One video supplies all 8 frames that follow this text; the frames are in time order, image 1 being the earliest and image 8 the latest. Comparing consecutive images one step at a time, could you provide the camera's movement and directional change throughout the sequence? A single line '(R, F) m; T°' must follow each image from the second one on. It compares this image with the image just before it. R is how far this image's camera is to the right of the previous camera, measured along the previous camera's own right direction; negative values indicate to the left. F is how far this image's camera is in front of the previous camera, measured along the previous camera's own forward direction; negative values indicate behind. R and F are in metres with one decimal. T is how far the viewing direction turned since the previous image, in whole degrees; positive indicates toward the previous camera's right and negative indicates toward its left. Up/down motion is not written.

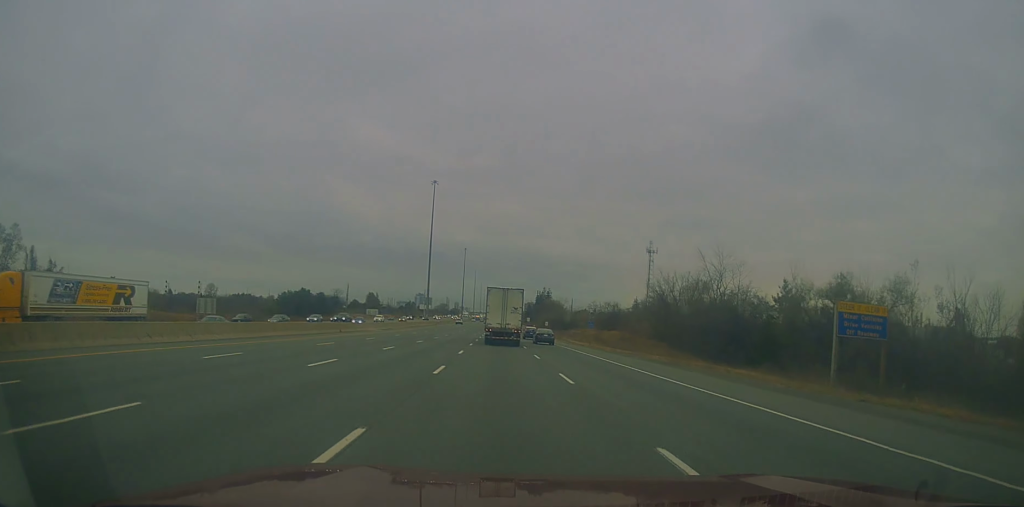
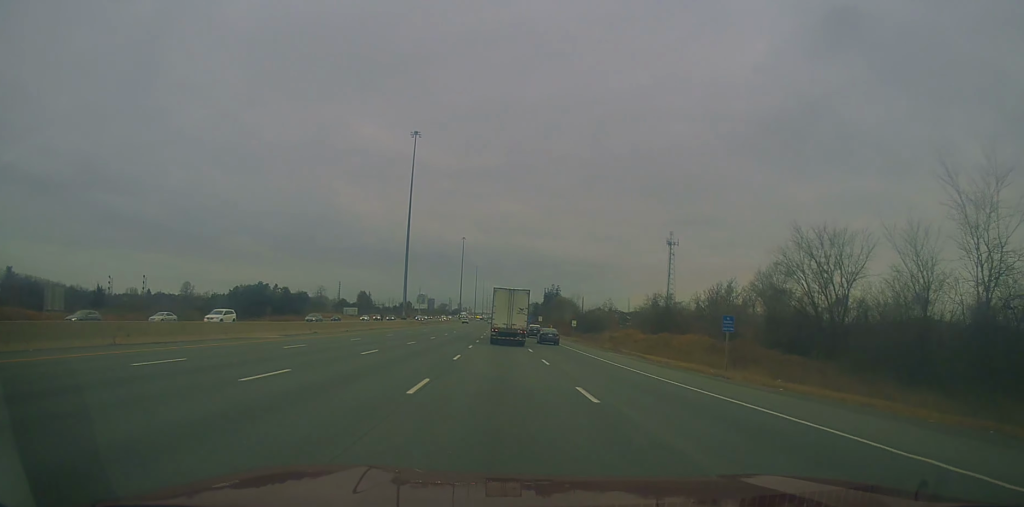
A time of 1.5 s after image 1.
(+0.4, +40.2) m; +1°
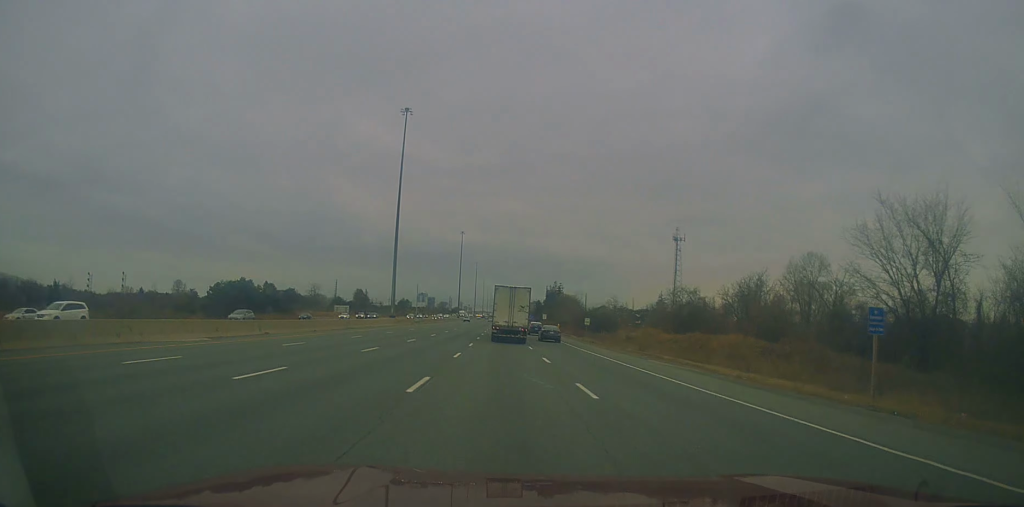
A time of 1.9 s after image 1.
(0.0, +12.0) m; 0°
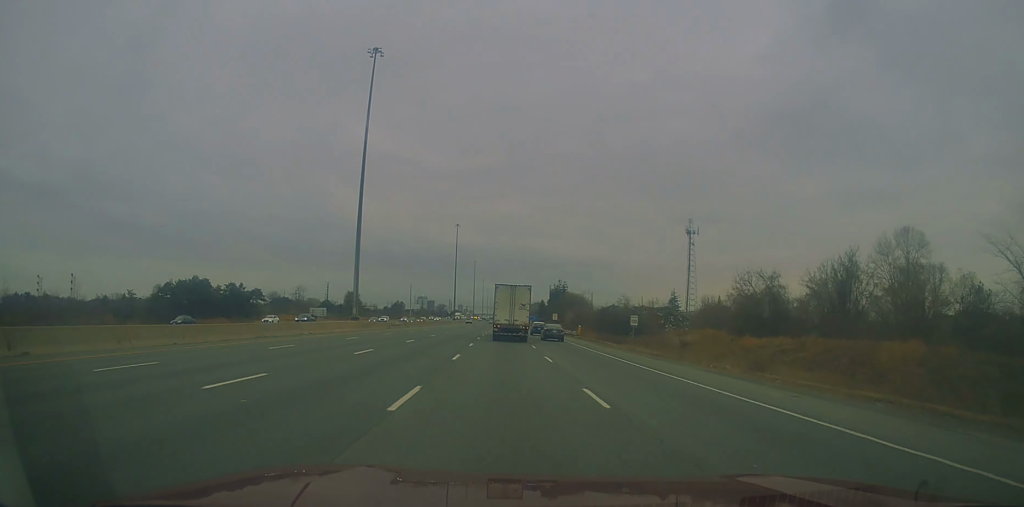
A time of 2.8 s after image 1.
(-0.1, +25.0) m; -1°
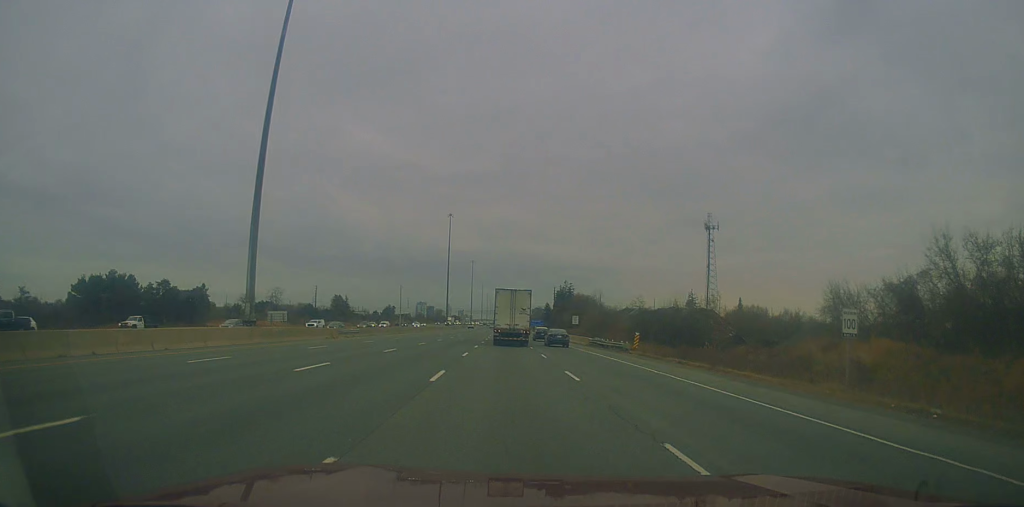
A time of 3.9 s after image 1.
(-0.1, +30.6) m; 0°
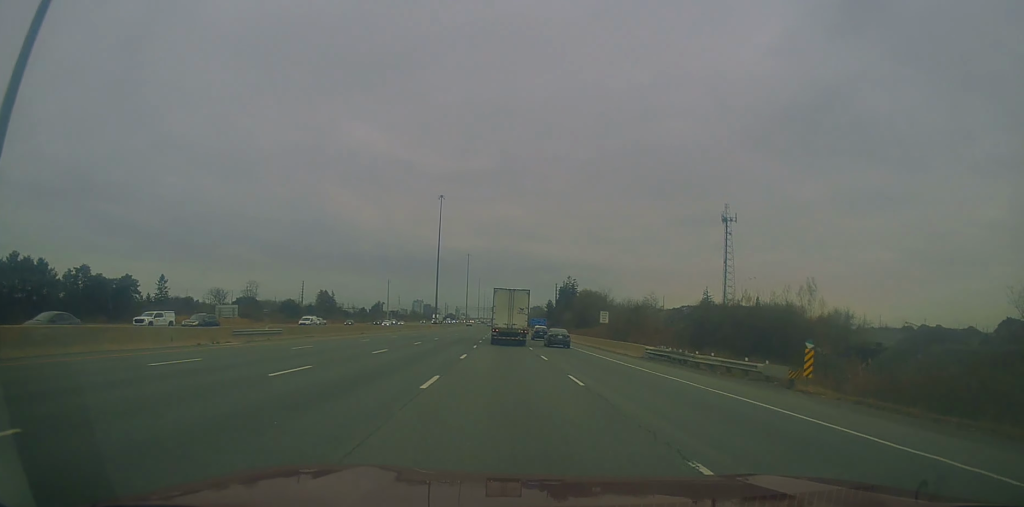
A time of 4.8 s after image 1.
(+0.1, +25.0) m; 0°
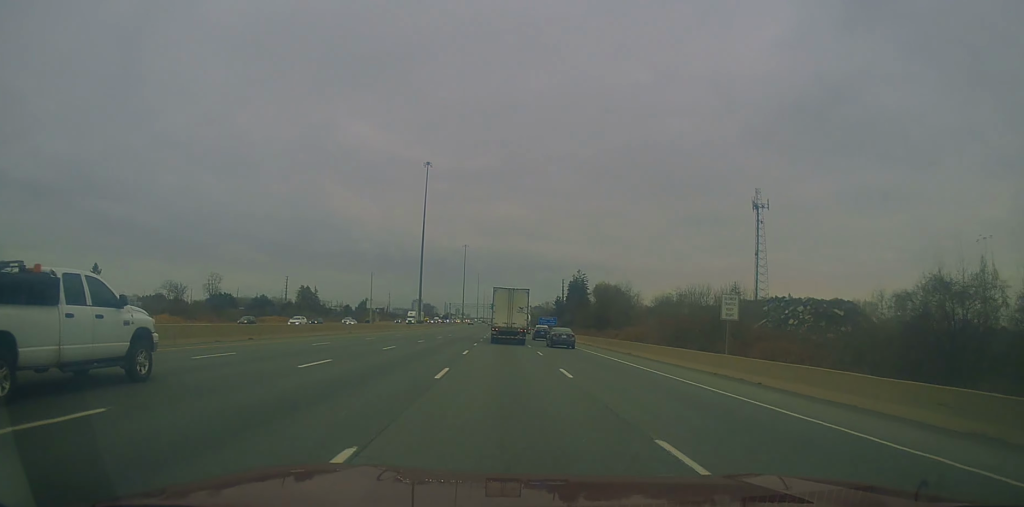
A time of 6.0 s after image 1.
(-0.4, +33.4) m; 0°
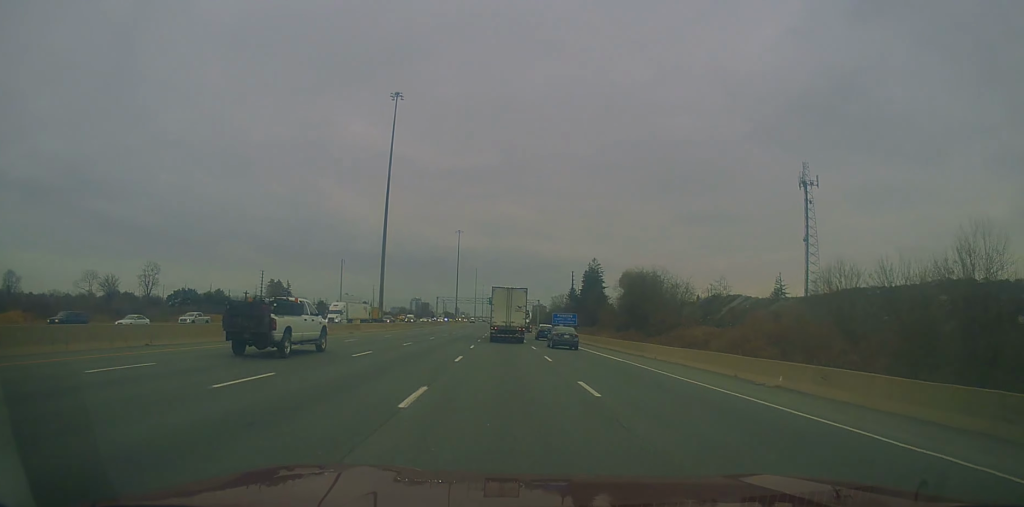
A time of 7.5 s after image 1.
(+0.6, +40.8) m; +2°
